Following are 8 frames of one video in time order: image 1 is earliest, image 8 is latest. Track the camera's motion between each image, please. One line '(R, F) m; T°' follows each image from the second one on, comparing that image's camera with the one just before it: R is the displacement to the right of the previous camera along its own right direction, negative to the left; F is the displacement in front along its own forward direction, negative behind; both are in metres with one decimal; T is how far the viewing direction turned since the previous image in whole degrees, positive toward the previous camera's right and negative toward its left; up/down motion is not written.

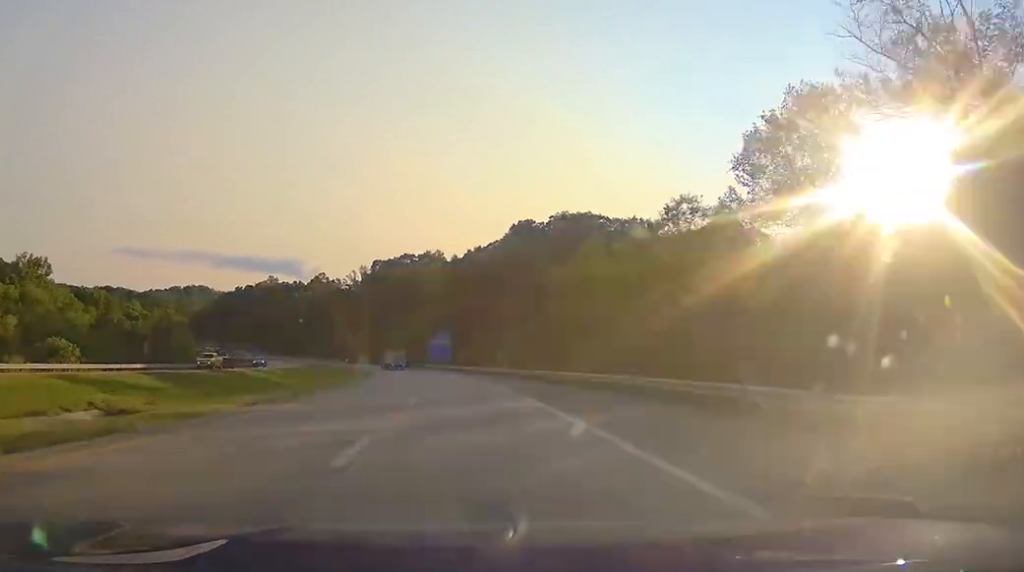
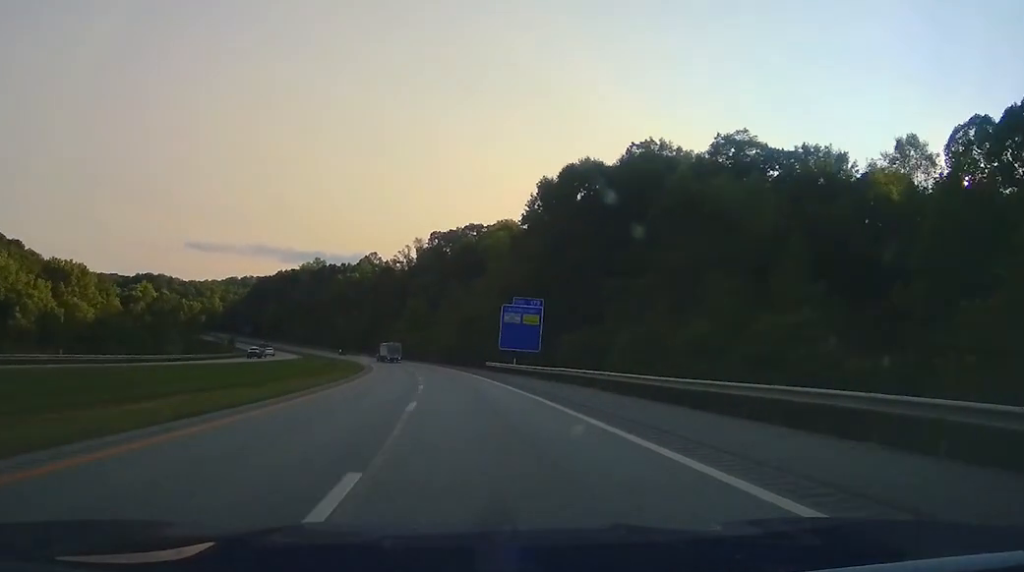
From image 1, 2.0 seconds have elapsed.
(-2.8, +64.7) m; -5°
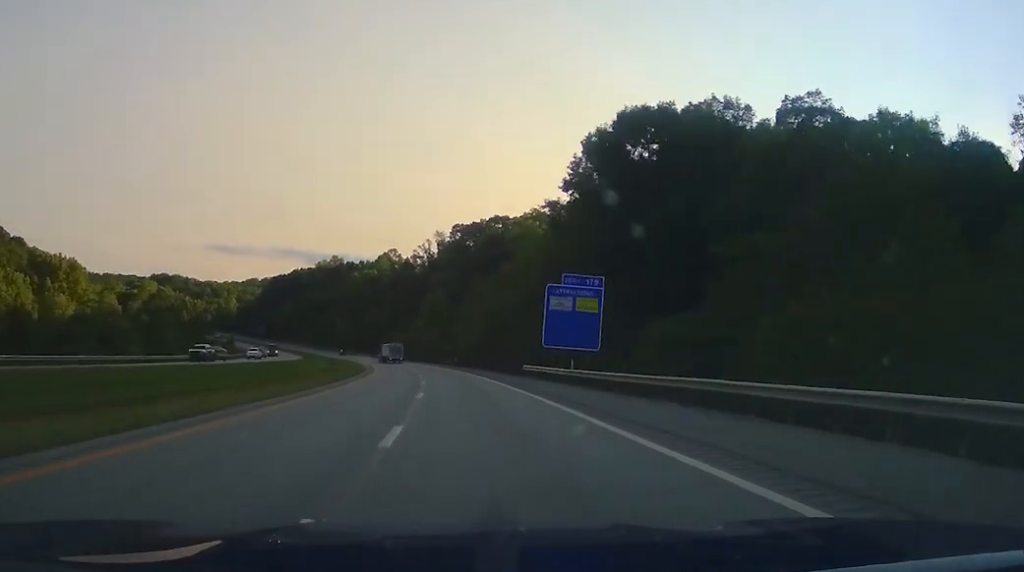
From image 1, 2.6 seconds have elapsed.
(-0.1, +19.3) m; -2°
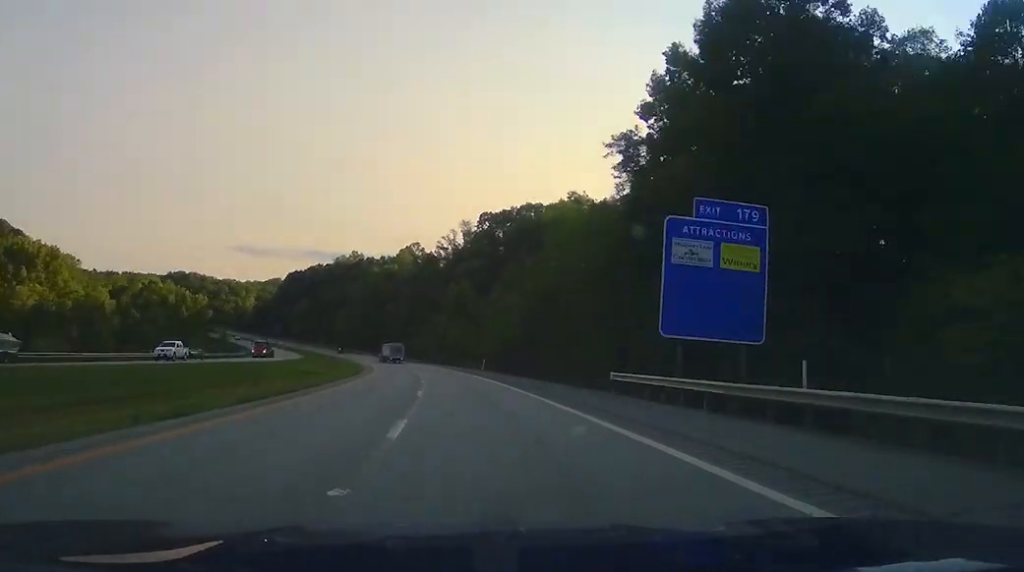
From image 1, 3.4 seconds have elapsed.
(-0.3, +23.5) m; -3°
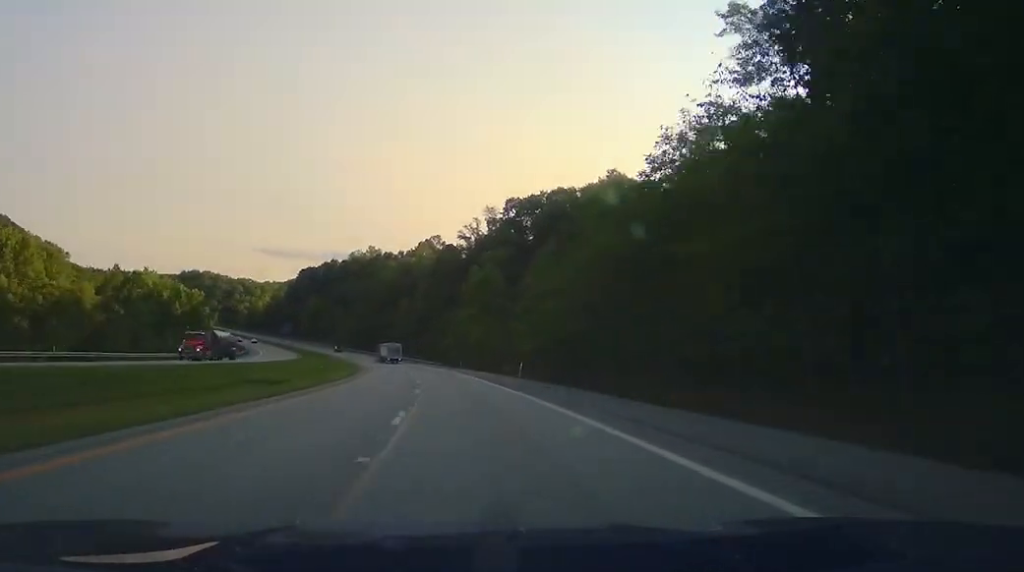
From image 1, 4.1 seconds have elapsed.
(-0.7, +22.5) m; -3°
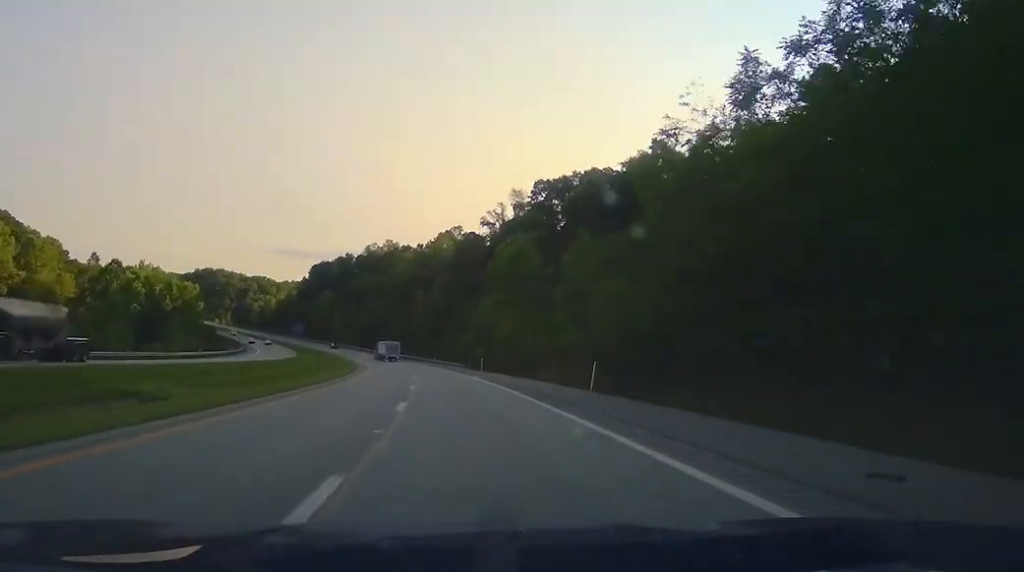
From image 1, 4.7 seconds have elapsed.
(-0.4, +21.4) m; -2°
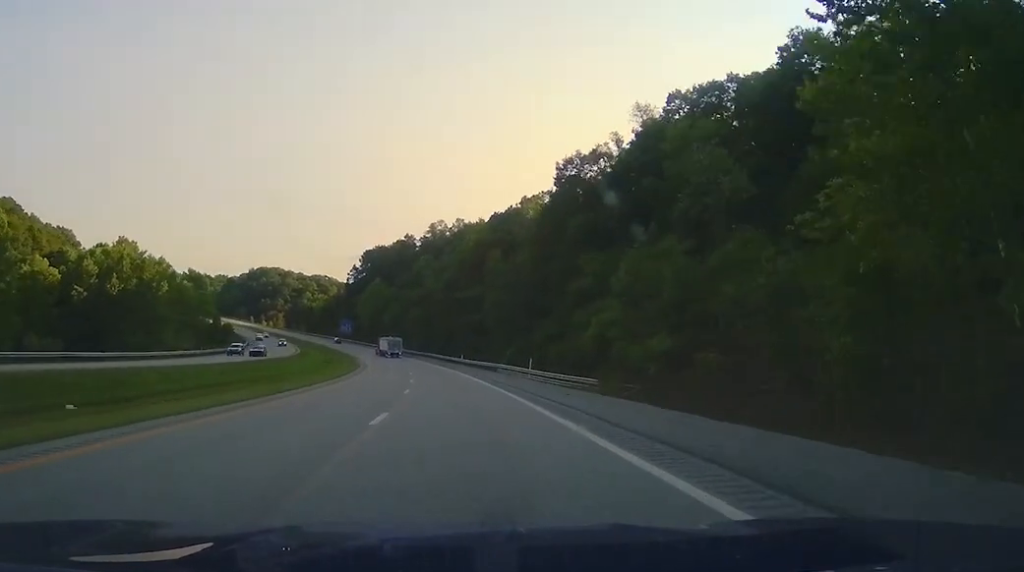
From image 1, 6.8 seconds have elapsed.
(-4.4, +65.2) m; -9°
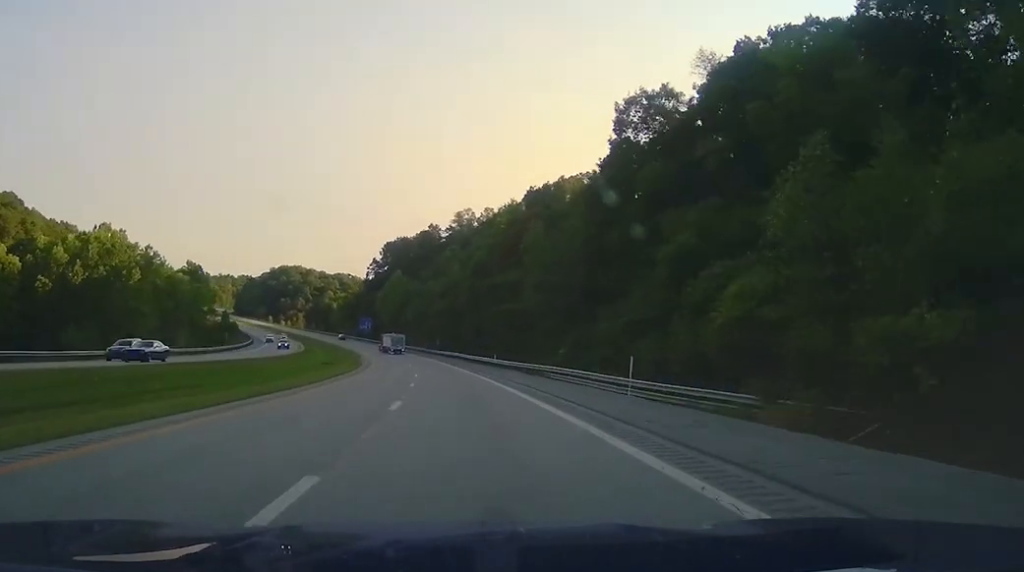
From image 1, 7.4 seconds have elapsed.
(-1.0, +21.5) m; -2°
